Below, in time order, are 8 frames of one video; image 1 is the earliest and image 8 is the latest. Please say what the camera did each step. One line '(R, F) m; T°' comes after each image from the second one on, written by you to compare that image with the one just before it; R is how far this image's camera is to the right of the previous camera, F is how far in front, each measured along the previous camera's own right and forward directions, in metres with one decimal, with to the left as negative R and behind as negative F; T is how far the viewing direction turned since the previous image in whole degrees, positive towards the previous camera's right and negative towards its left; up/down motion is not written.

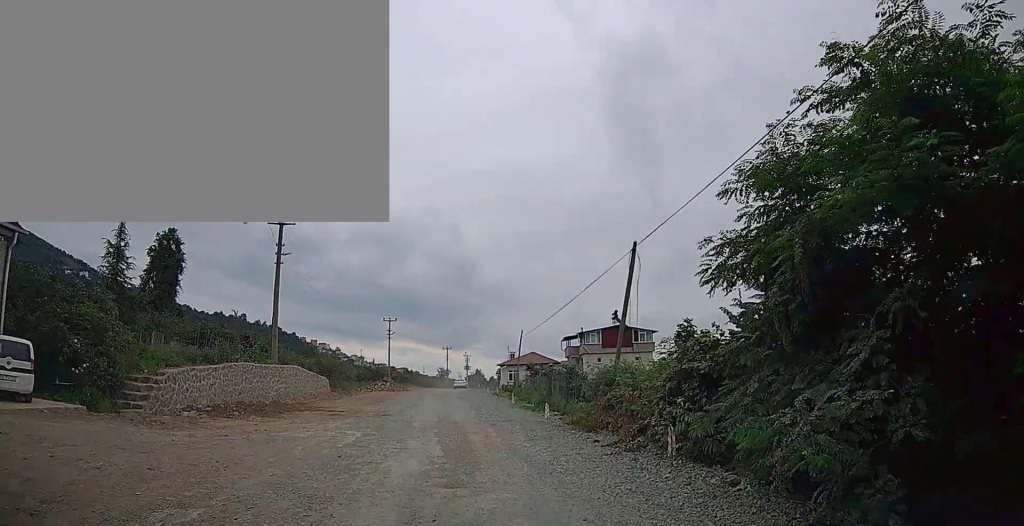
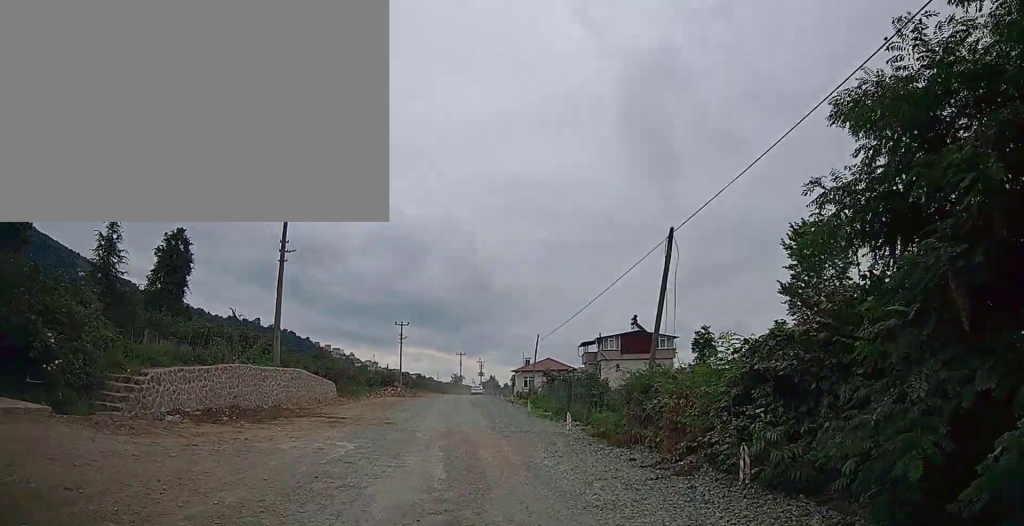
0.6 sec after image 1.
(+0.1, +2.2) m; -2°
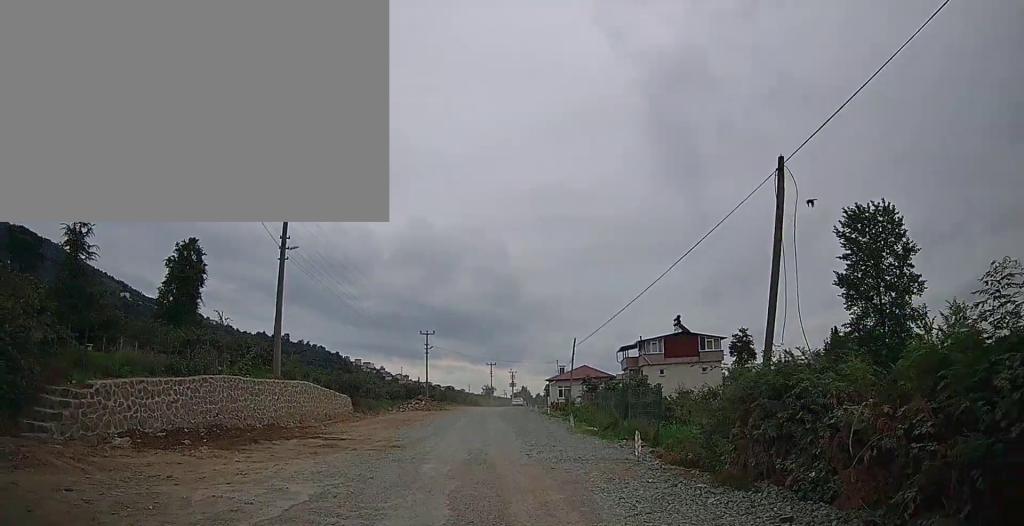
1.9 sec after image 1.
(-0.3, +4.5) m; -4°
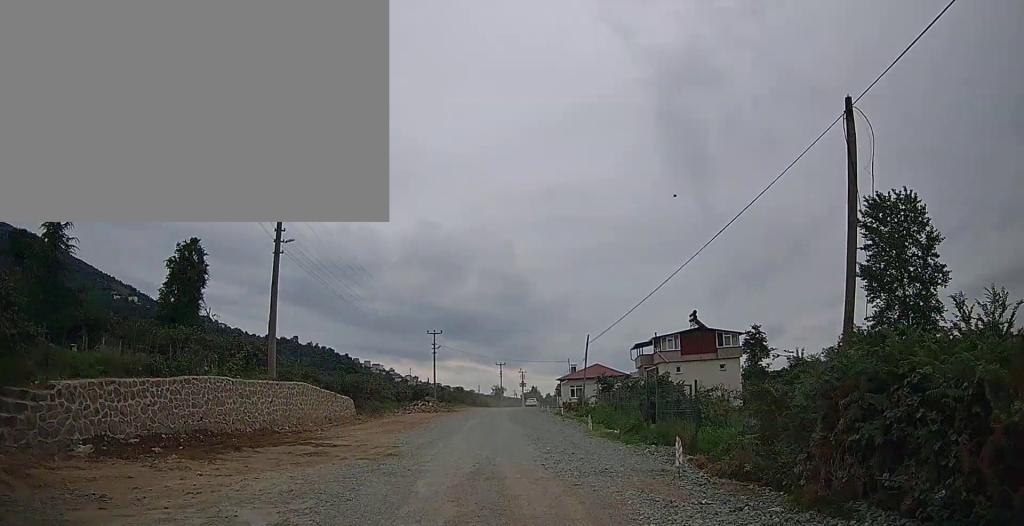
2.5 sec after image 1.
(0.0, +2.0) m; +1°
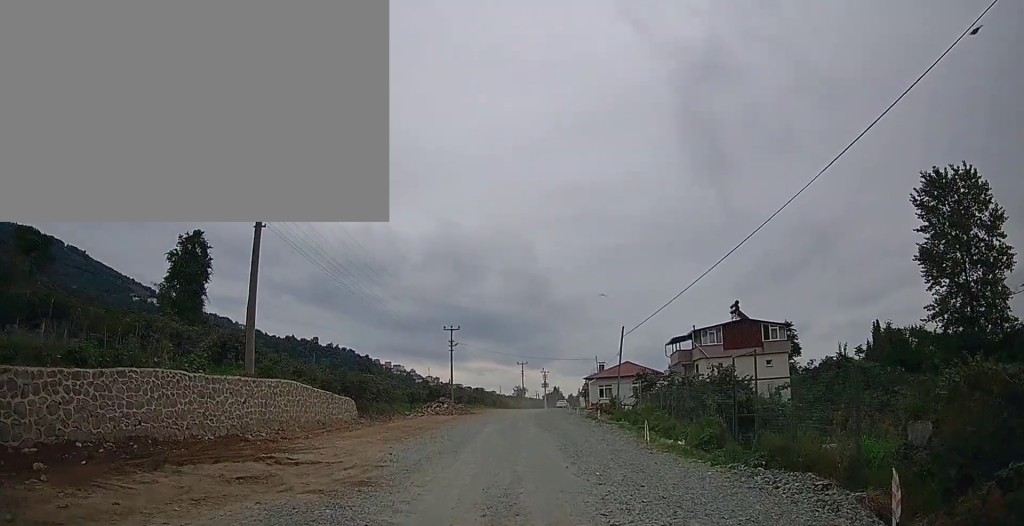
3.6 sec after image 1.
(0.0, +4.5) m; 0°
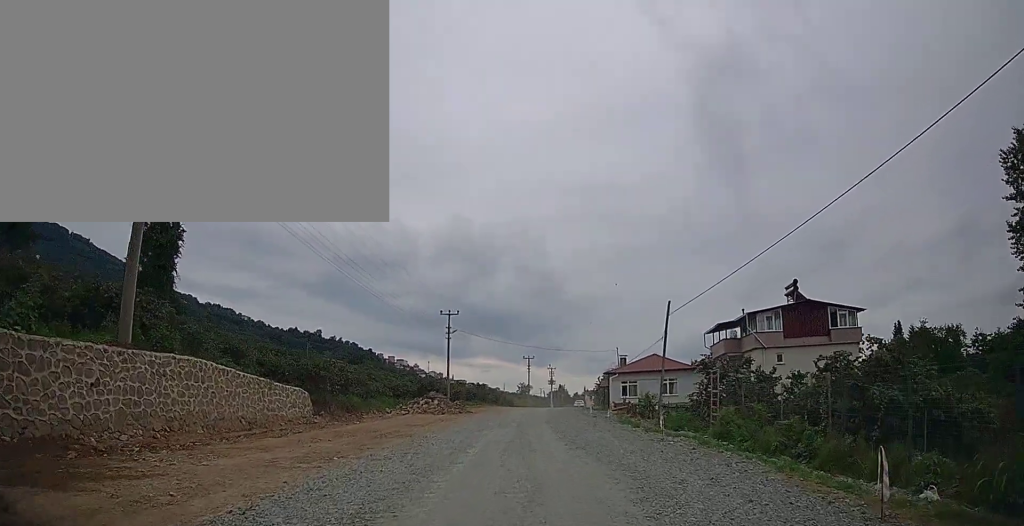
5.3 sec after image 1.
(0.0, +8.9) m; +1°
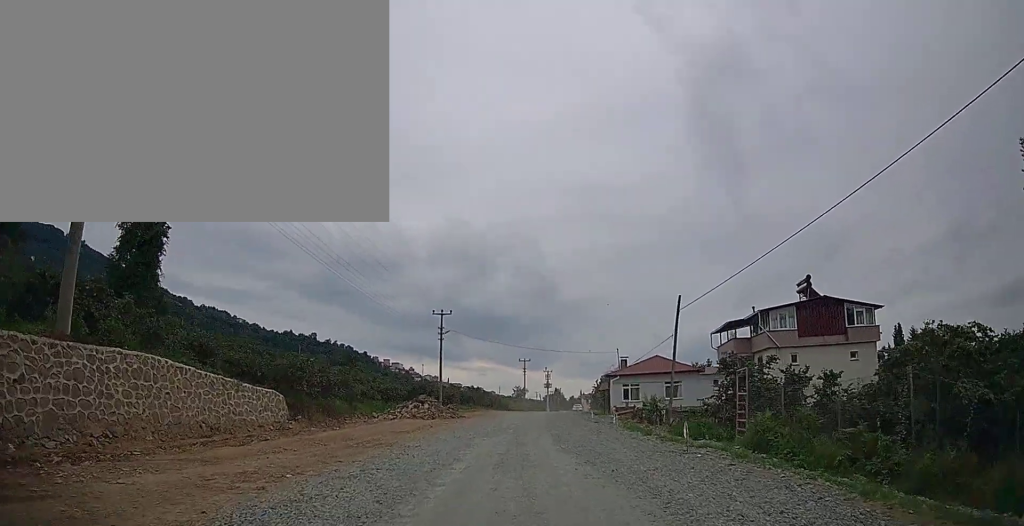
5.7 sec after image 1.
(0.0, +2.3) m; 0°
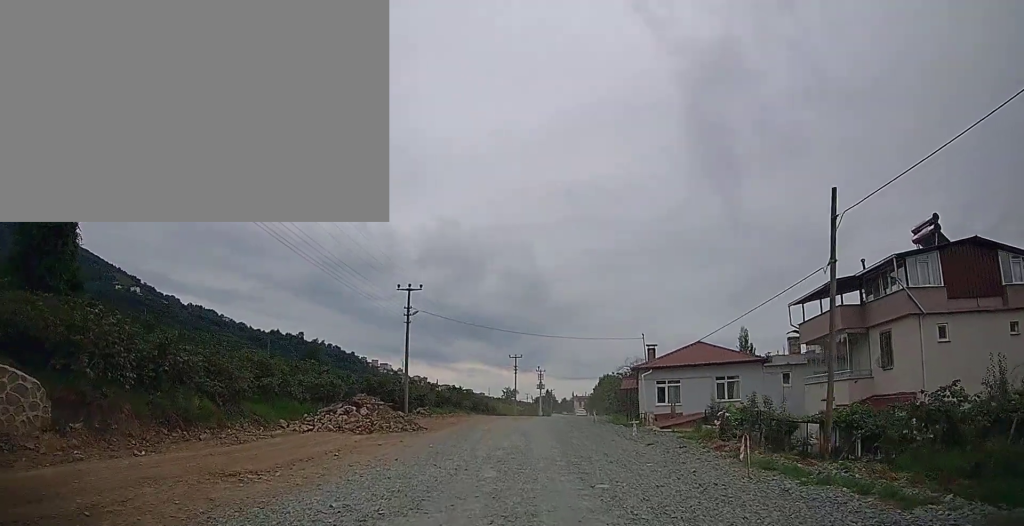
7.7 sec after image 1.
(0.0, +13.0) m; 0°
